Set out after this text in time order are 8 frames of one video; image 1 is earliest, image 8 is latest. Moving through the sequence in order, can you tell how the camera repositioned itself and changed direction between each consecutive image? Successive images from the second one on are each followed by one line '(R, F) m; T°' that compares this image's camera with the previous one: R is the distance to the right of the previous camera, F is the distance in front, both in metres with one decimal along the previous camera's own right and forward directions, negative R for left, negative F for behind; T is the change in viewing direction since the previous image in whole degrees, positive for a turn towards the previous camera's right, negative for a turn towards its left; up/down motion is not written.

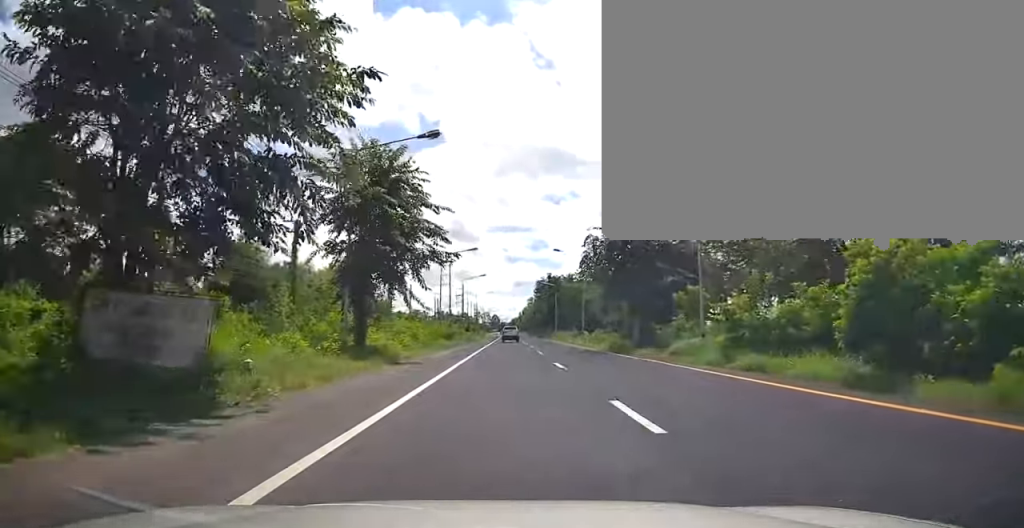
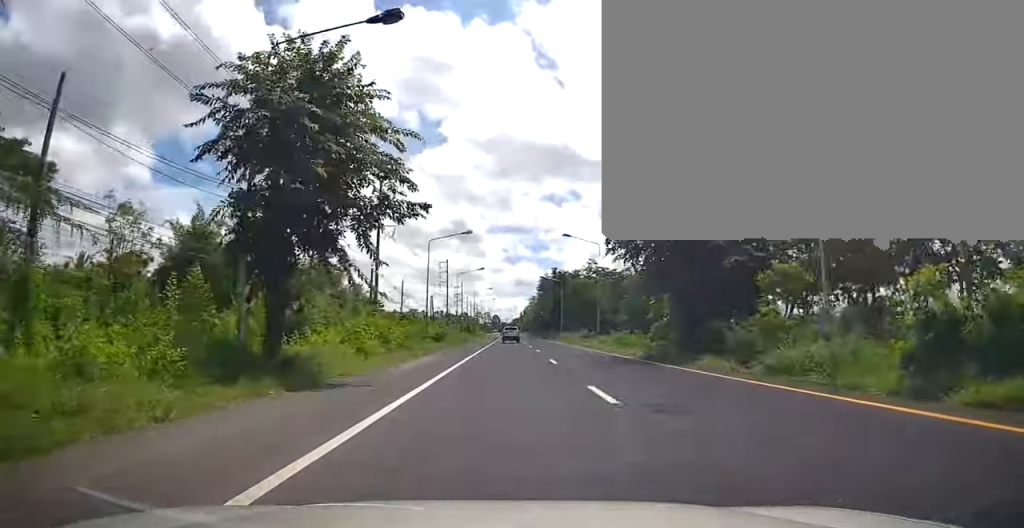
(+0.2, +9.1) m; +1°
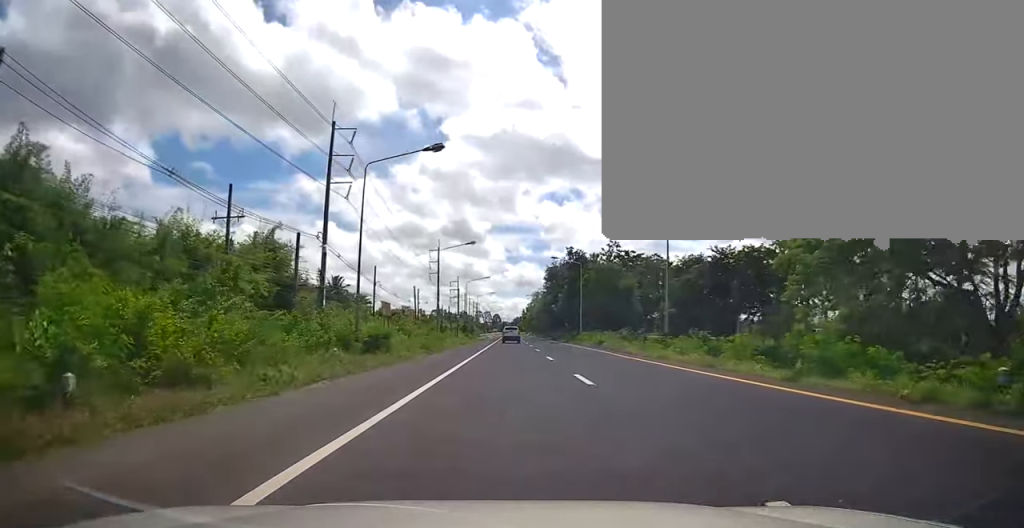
(+0.3, +20.6) m; 0°
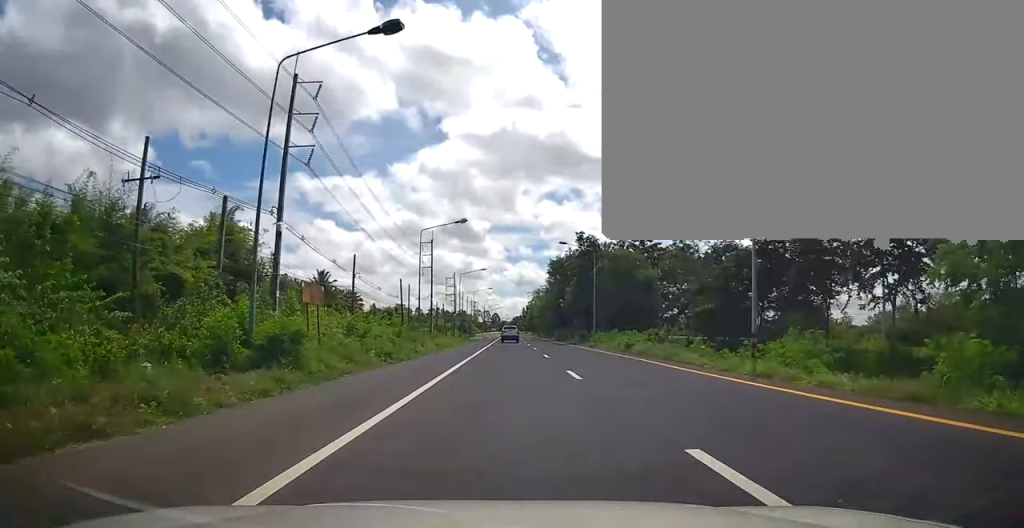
(0.0, +10.0) m; 0°
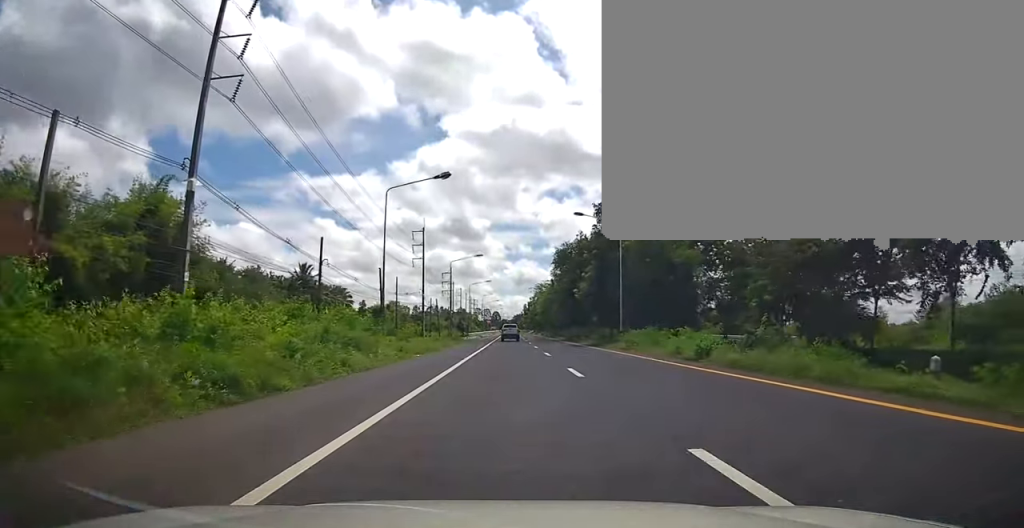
(-0.1, +12.0) m; 0°
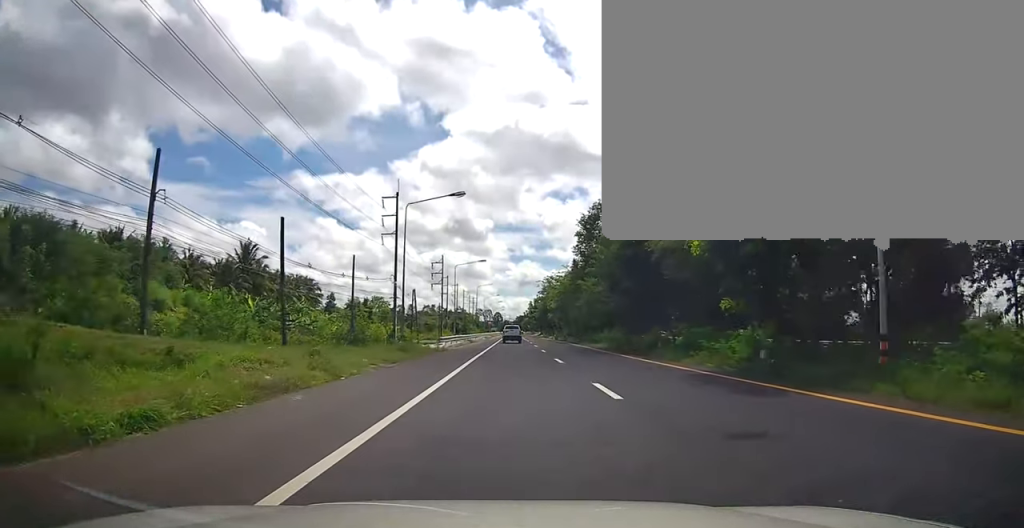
(-0.2, +28.3) m; -1°
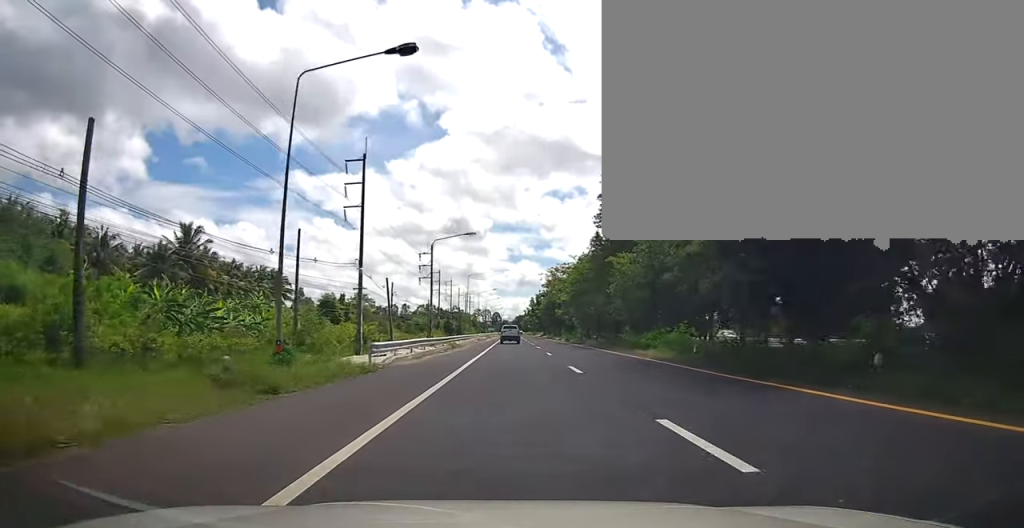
(-0.1, +17.7) m; 0°
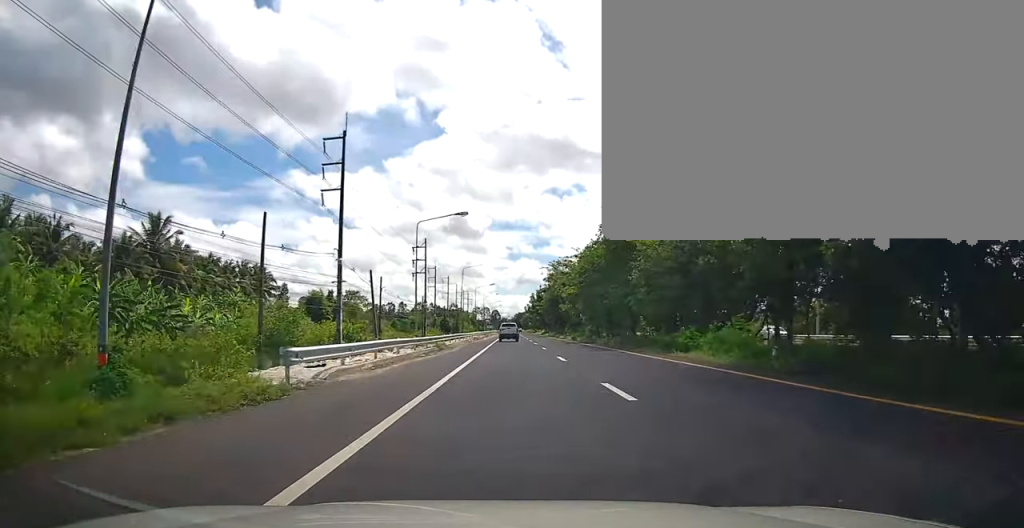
(0.0, +7.2) m; 0°
